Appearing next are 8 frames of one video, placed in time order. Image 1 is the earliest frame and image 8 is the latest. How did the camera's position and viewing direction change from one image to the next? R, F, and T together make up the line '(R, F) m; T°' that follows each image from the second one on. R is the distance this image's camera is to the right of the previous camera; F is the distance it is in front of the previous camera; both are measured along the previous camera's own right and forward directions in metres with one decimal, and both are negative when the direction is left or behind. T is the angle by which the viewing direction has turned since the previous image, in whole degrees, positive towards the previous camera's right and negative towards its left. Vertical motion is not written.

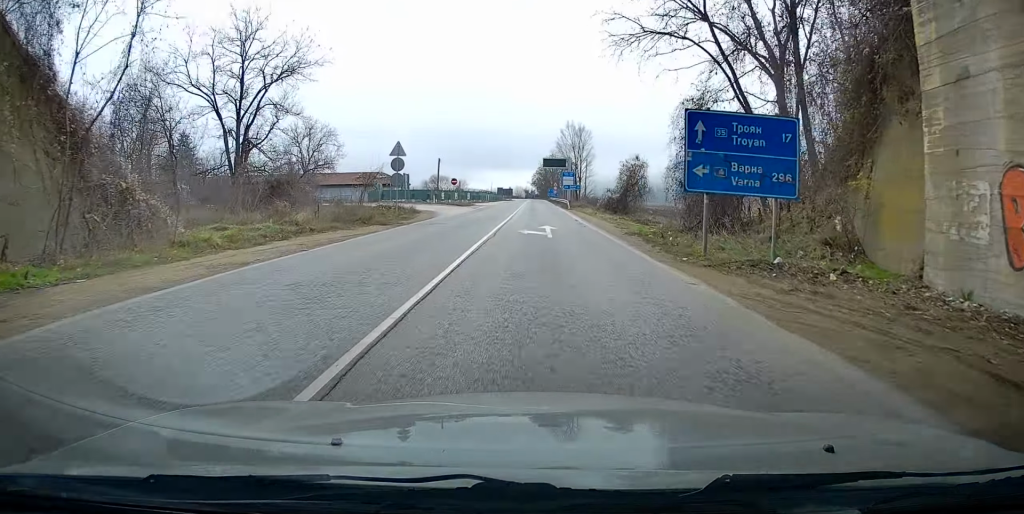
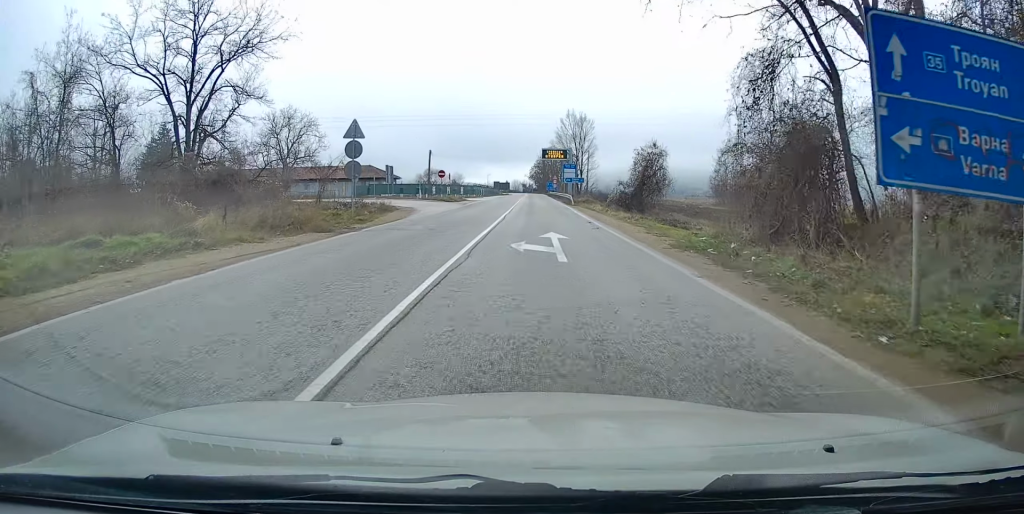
(0.0, +8.1) m; -1°
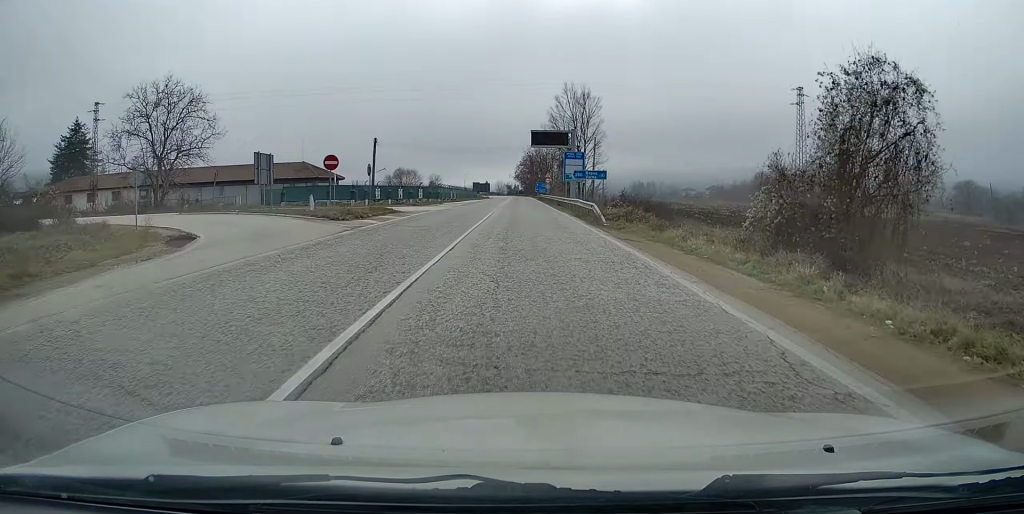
(-0.4, +29.9) m; 0°
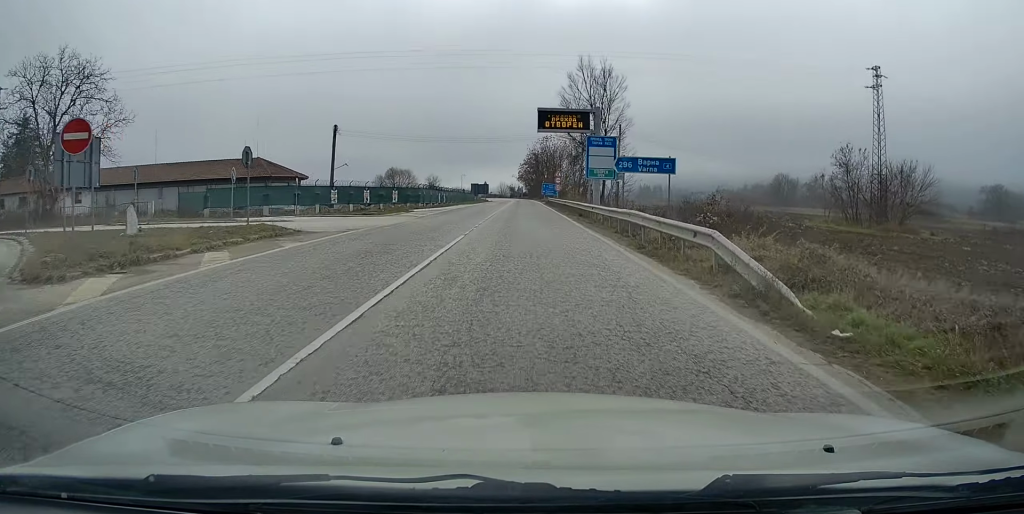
(+0.1, +18.6) m; -1°
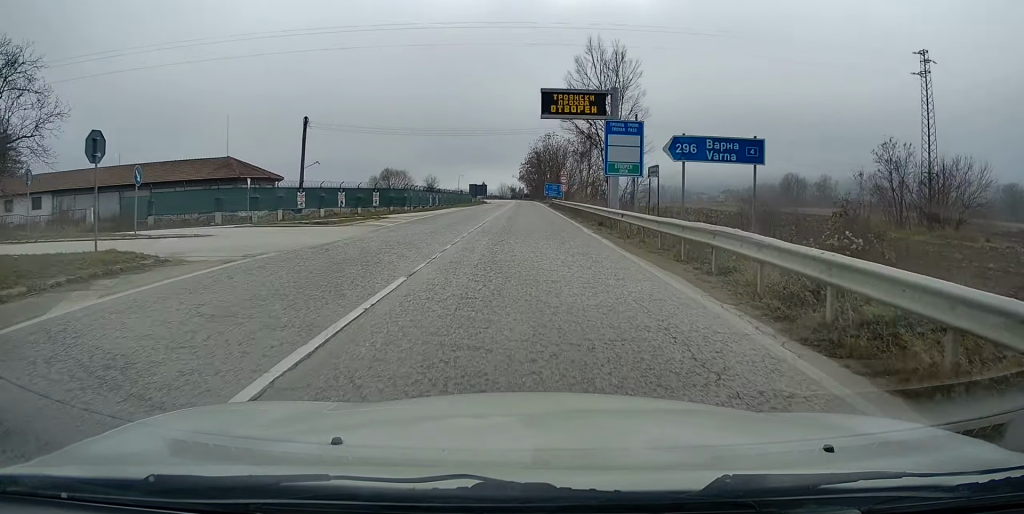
(-0.1, +8.4) m; 0°
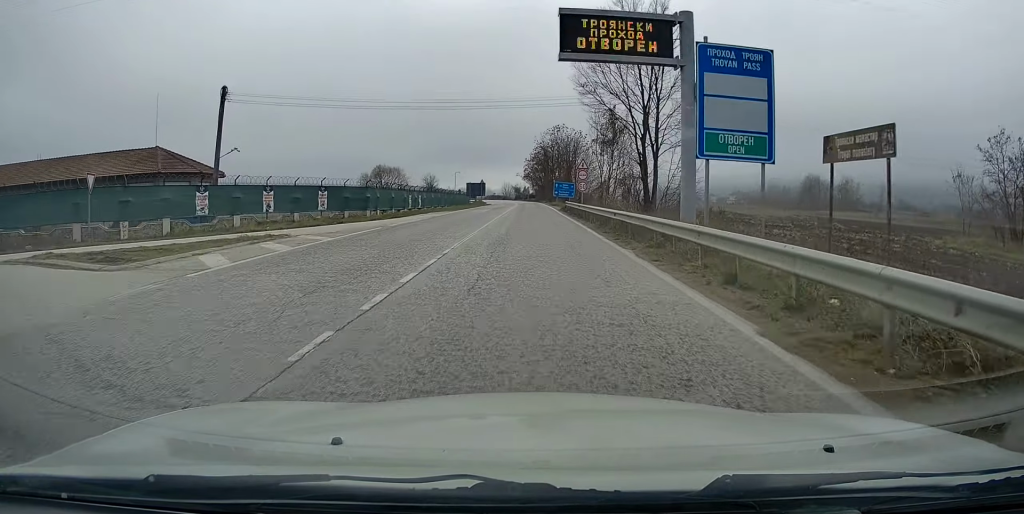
(+0.1, +15.4) m; +1°
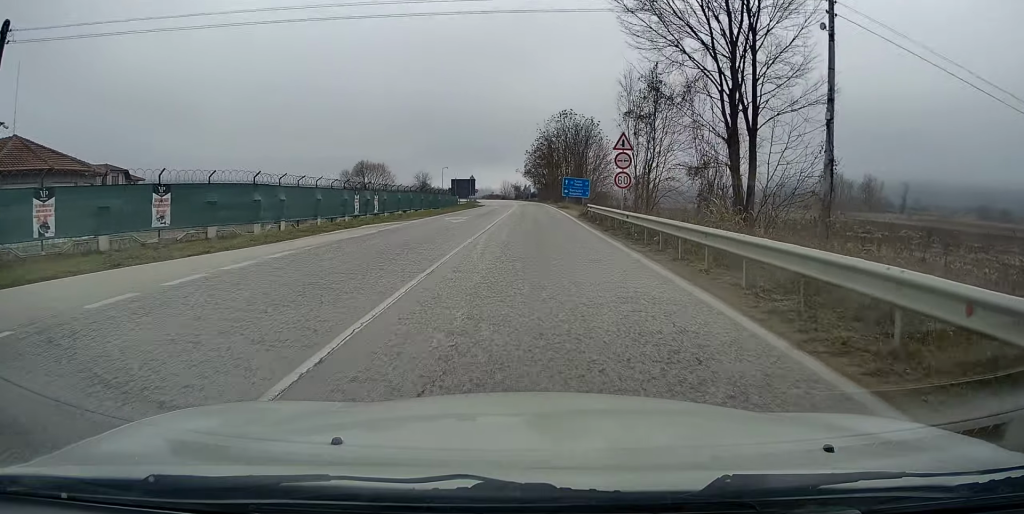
(+0.1, +18.5) m; 0°
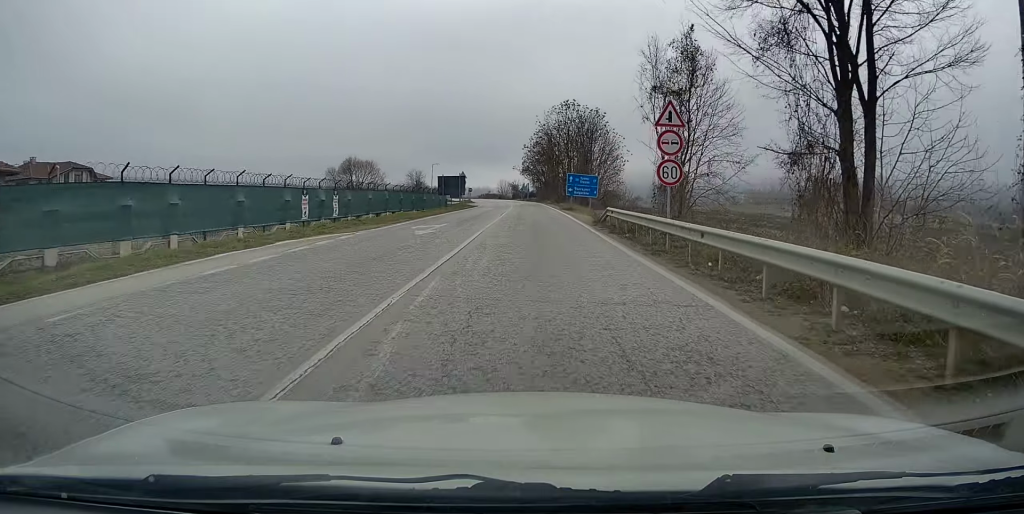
(0.0, +8.7) m; 0°
